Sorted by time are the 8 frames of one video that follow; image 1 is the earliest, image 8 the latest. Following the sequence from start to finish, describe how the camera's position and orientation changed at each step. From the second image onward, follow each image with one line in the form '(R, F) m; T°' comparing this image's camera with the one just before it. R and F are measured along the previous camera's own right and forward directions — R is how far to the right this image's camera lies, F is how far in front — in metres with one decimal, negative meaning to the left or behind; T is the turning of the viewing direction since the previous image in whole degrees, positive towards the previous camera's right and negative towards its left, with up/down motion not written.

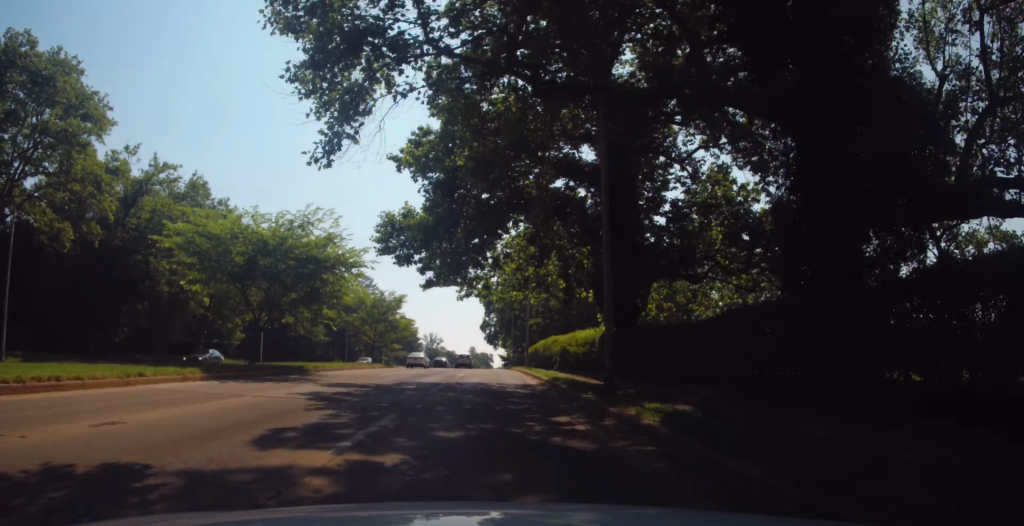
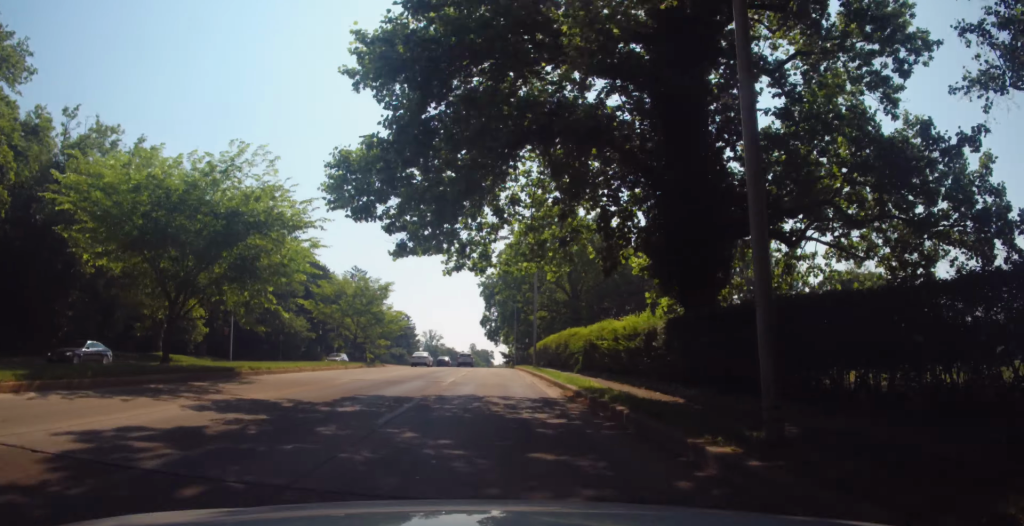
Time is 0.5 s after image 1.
(0.0, +8.8) m; 0°
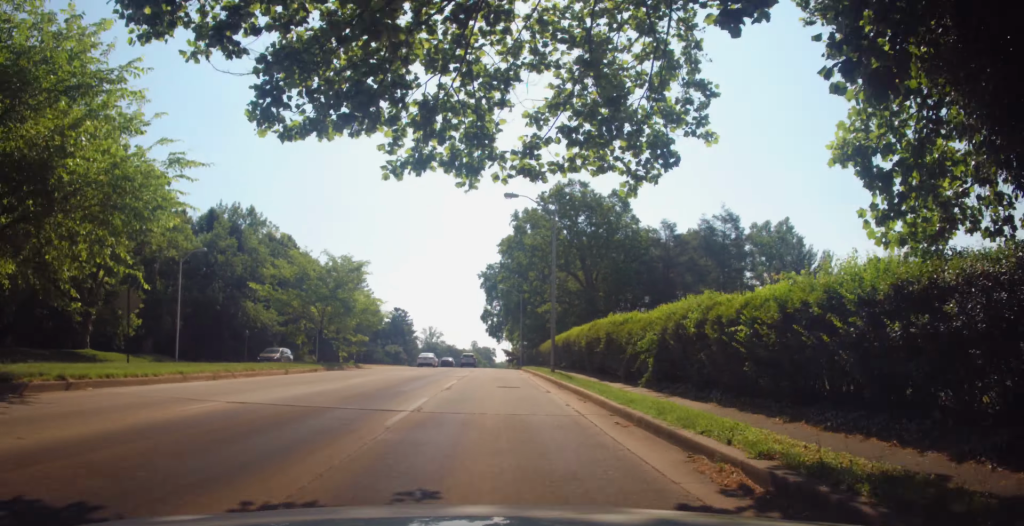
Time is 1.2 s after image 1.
(+0.2, +11.8) m; +1°
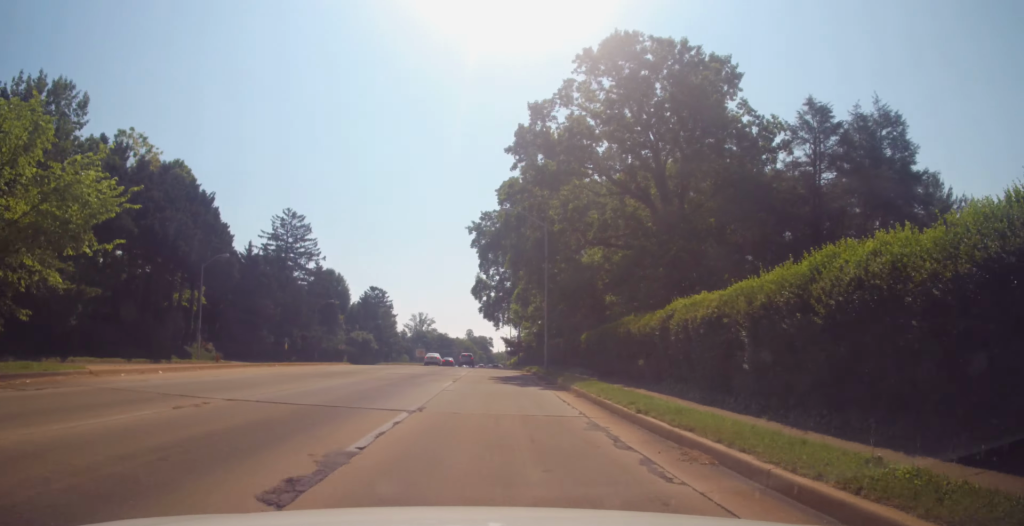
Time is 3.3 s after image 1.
(0.0, +37.4) m; -1°
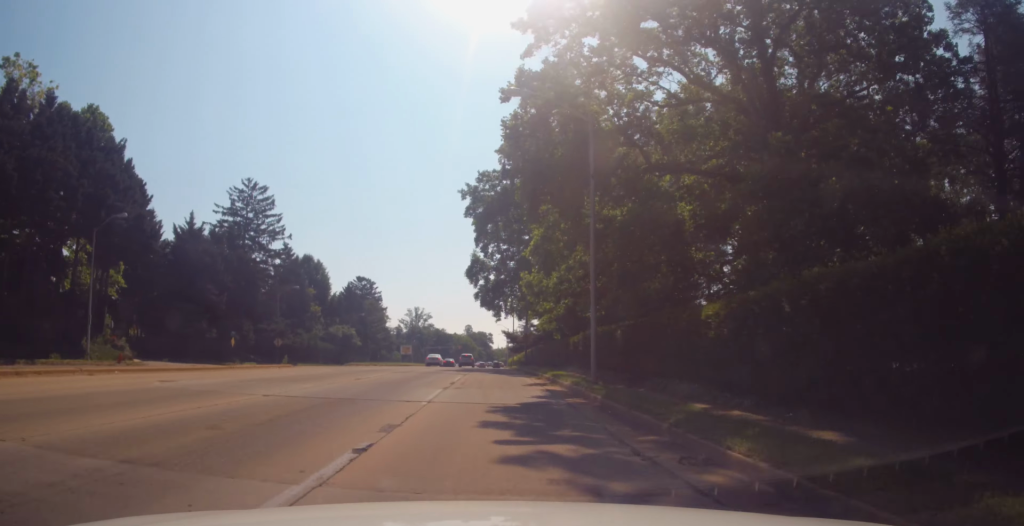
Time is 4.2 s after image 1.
(-0.4, +16.6) m; +1°
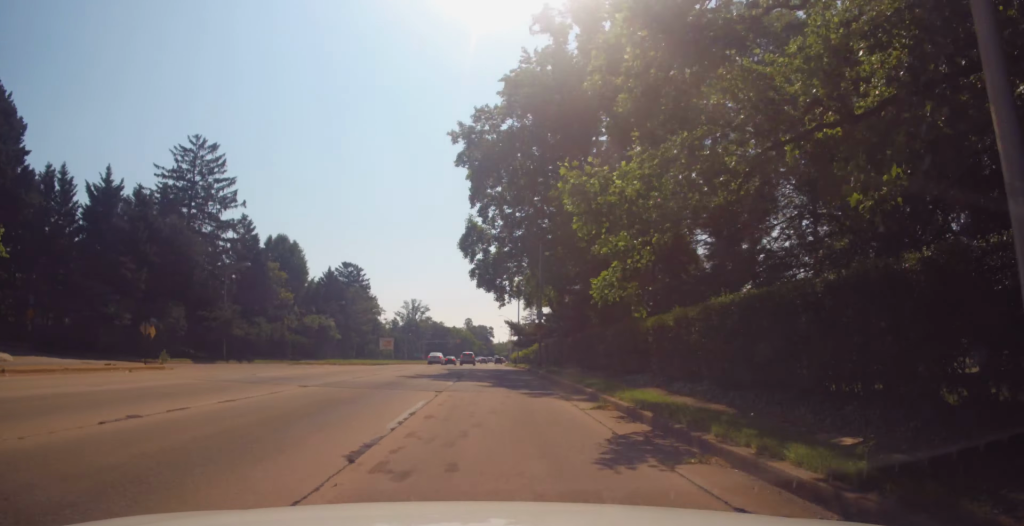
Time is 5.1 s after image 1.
(+0.5, +15.9) m; +2°
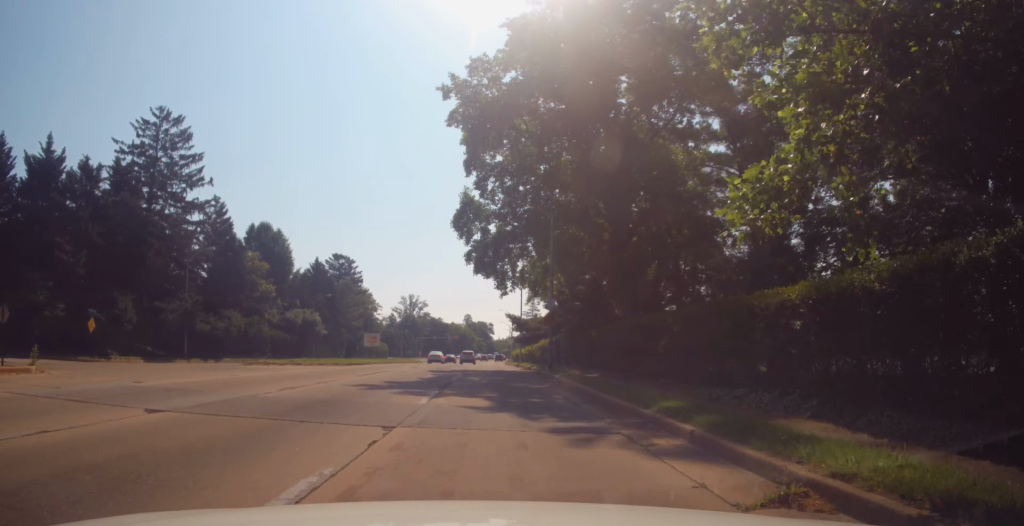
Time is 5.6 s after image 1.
(0.0, +8.2) m; 0°
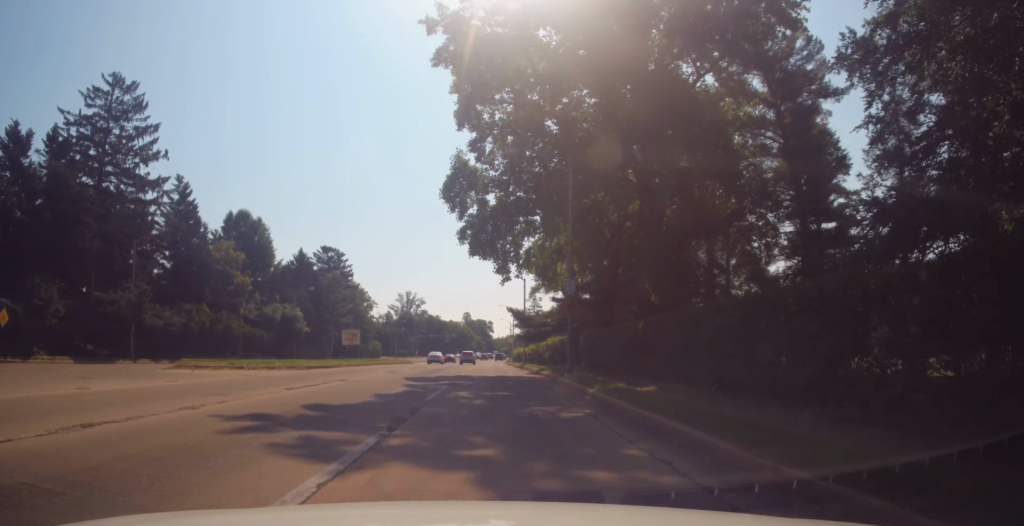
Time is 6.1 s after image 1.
(0.0, +8.7) m; -1°
